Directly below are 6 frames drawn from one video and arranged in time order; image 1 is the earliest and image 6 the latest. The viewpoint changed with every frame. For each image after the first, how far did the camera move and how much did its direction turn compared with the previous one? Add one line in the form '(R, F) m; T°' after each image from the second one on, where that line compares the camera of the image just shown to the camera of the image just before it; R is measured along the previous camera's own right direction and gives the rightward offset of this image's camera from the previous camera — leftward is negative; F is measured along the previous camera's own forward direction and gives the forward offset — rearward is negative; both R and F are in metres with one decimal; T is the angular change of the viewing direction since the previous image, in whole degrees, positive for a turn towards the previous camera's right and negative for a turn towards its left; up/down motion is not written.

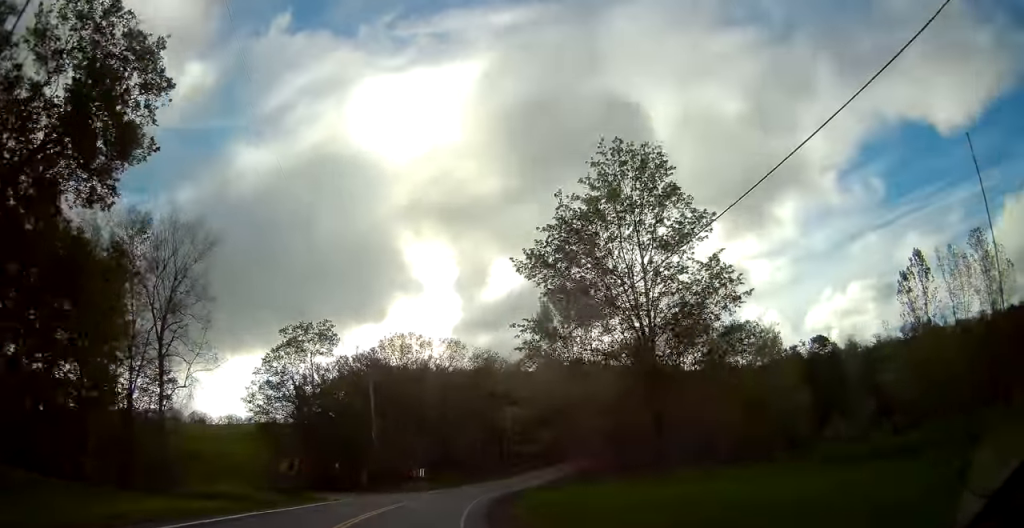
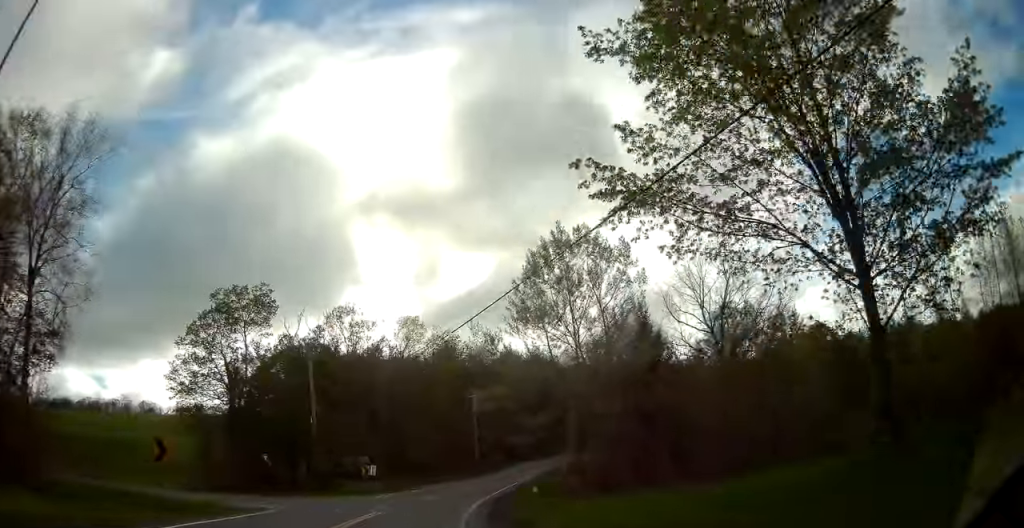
(+0.7, +13.4) m; +6°
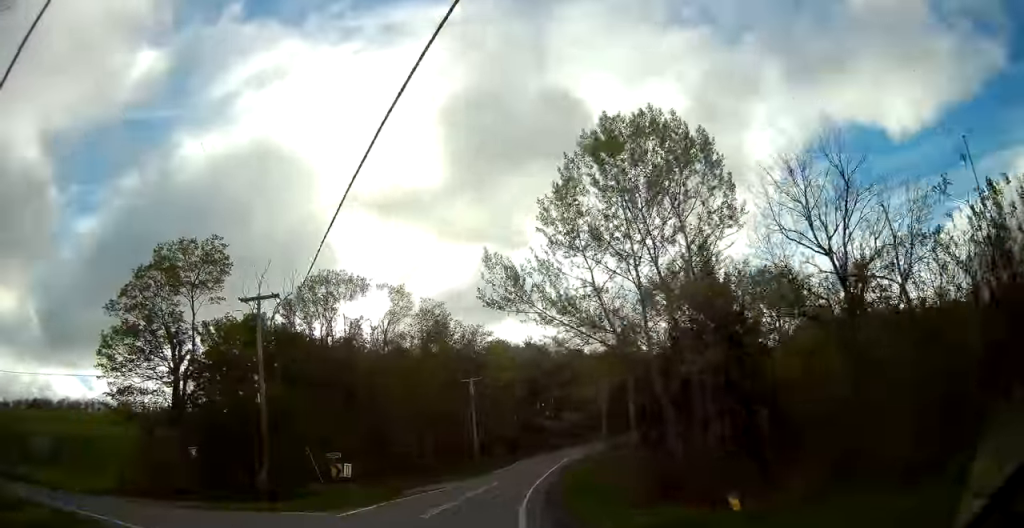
(+1.0, +14.5) m; +4°
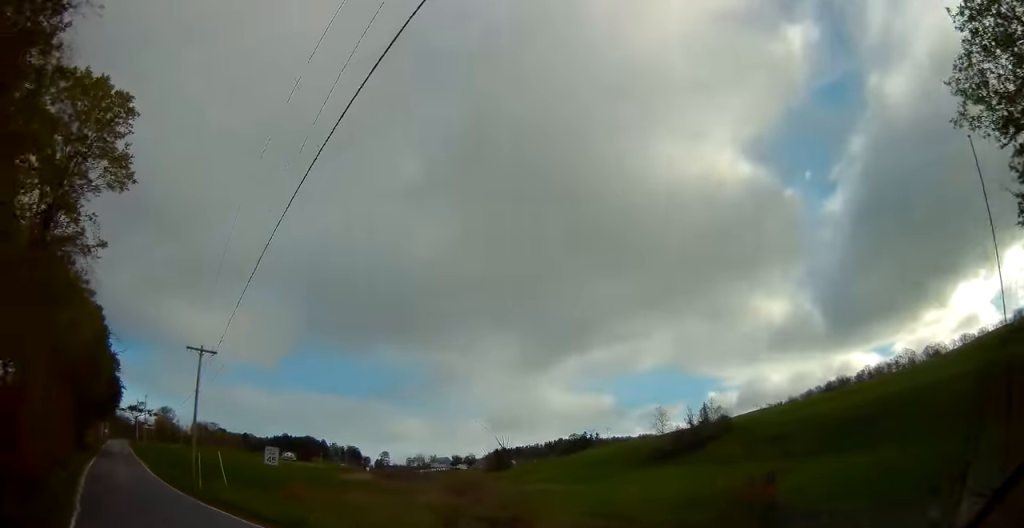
(-14.8, +29.7) m; -83°
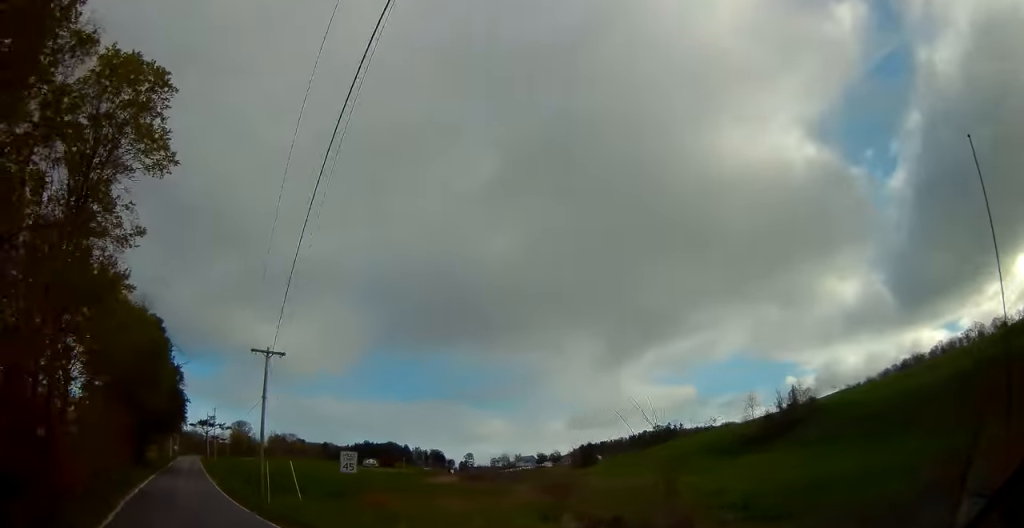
(-0.5, +3.4) m; -8°
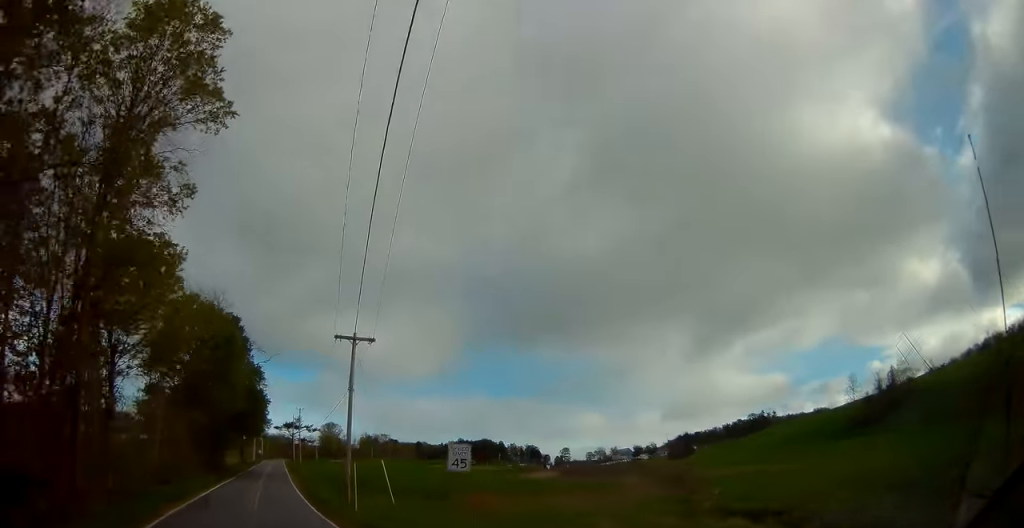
(-0.5, +4.2) m; -7°
